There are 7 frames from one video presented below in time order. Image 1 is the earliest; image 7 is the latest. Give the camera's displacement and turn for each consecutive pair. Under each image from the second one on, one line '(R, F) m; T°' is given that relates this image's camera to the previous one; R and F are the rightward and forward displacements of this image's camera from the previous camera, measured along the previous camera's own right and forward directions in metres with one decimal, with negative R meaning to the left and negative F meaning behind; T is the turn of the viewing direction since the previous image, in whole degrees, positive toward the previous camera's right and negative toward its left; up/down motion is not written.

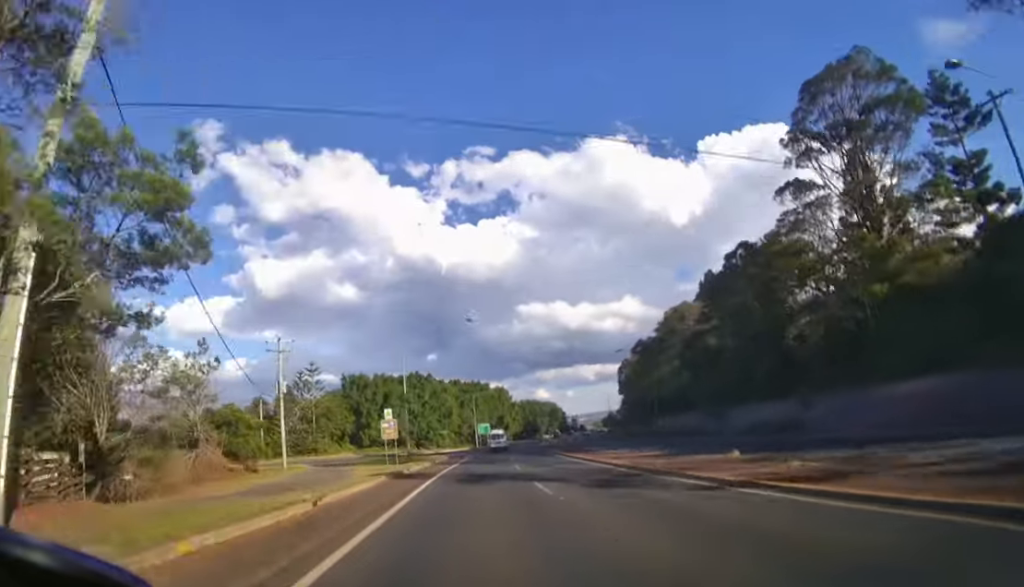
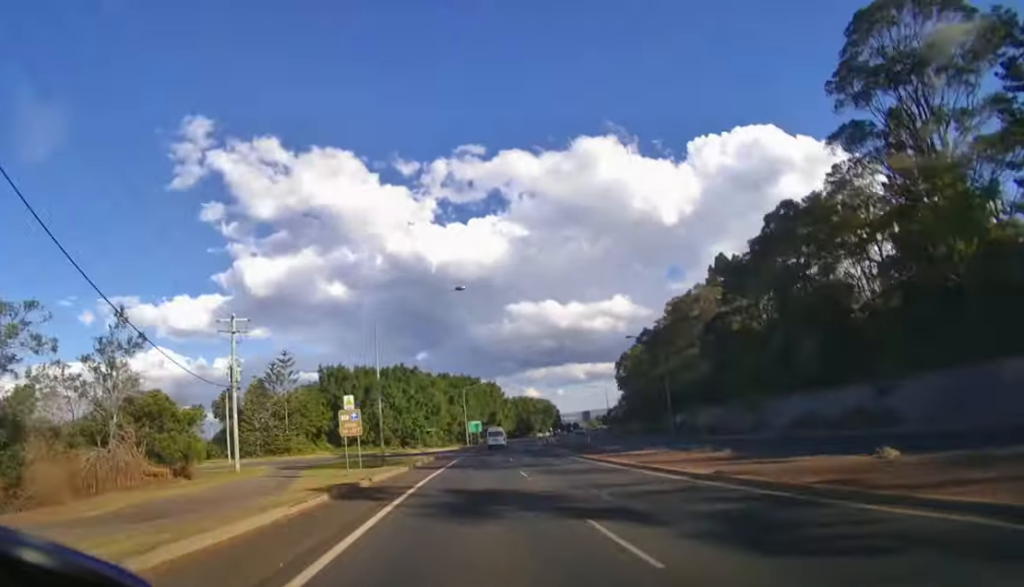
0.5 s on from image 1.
(0.0, +9.4) m; +1°
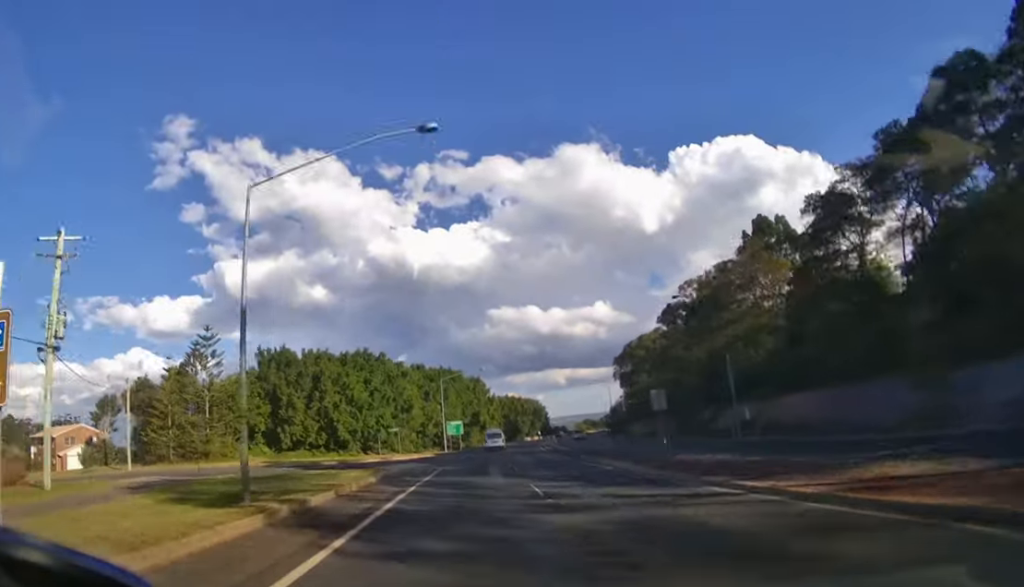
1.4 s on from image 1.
(+0.4, +19.6) m; +2°
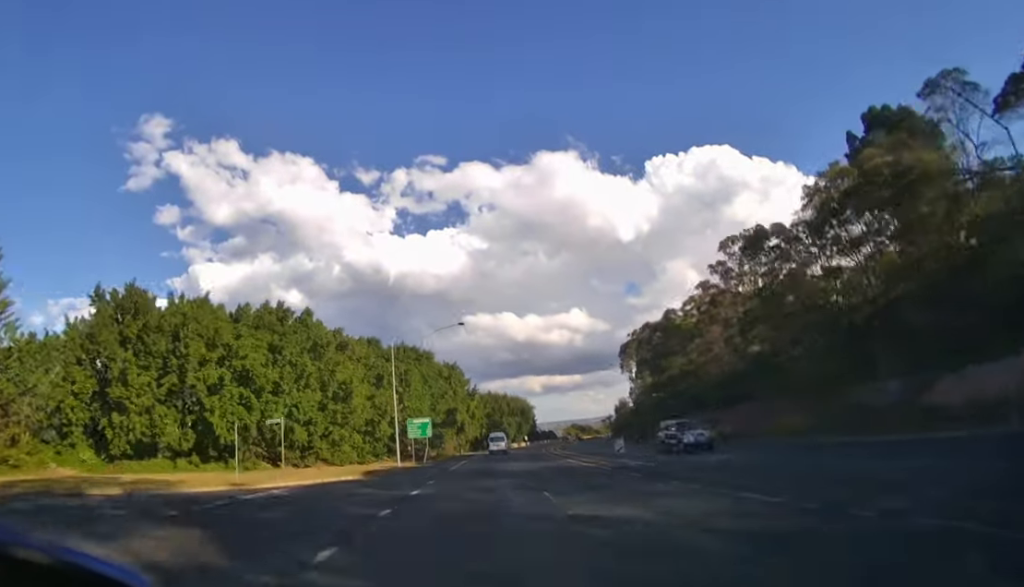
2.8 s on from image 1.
(+0.7, +25.2) m; +3°
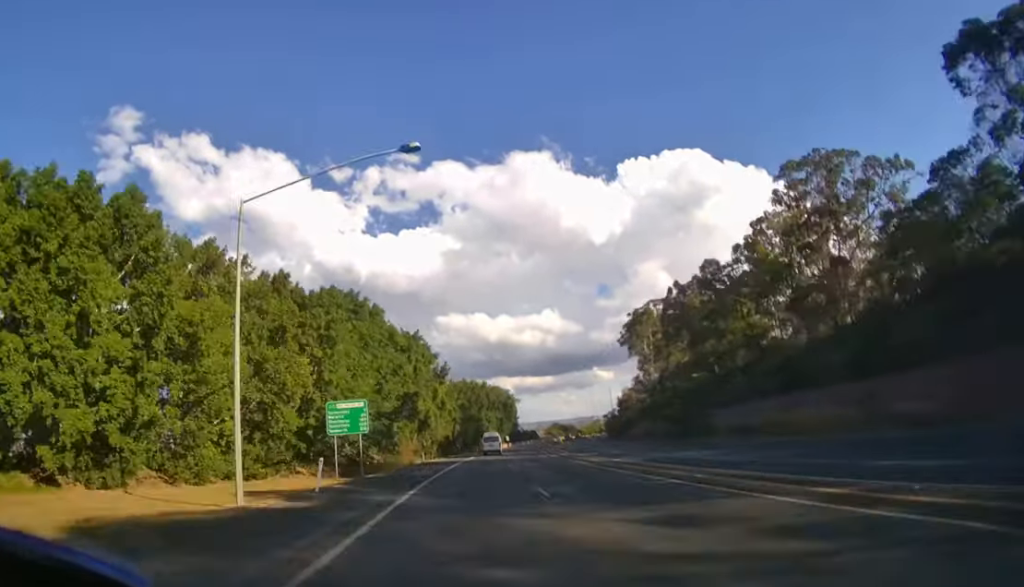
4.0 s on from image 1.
(+0.5, +19.8) m; +3°
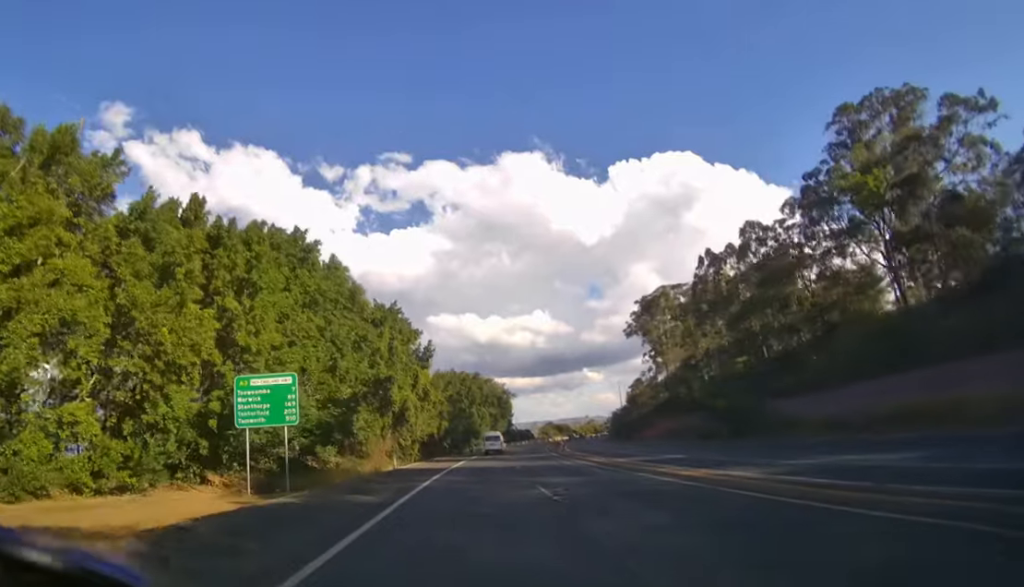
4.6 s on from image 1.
(+0.1, +10.3) m; +1°
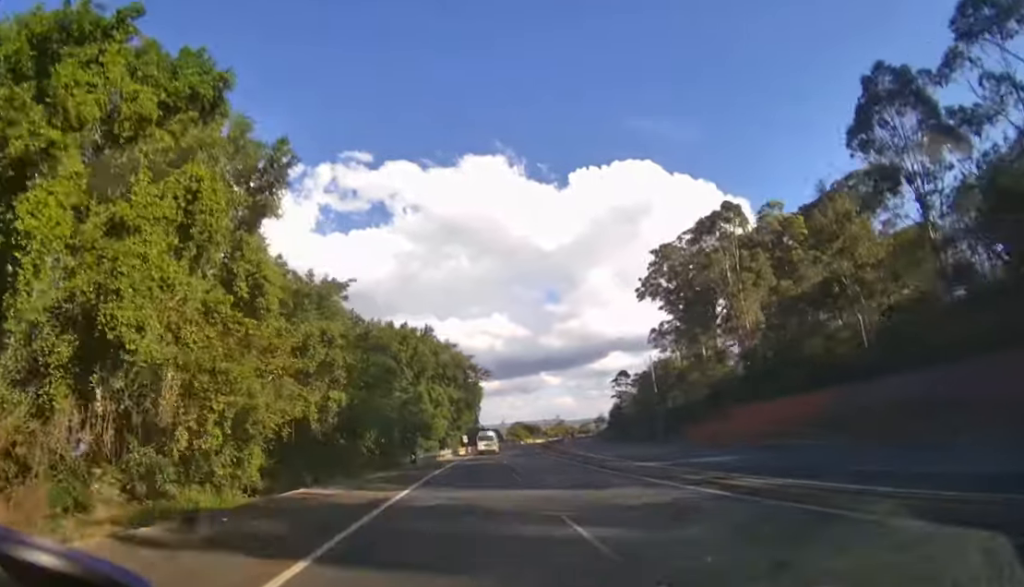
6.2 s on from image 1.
(+0.9, +29.7) m; +4°
